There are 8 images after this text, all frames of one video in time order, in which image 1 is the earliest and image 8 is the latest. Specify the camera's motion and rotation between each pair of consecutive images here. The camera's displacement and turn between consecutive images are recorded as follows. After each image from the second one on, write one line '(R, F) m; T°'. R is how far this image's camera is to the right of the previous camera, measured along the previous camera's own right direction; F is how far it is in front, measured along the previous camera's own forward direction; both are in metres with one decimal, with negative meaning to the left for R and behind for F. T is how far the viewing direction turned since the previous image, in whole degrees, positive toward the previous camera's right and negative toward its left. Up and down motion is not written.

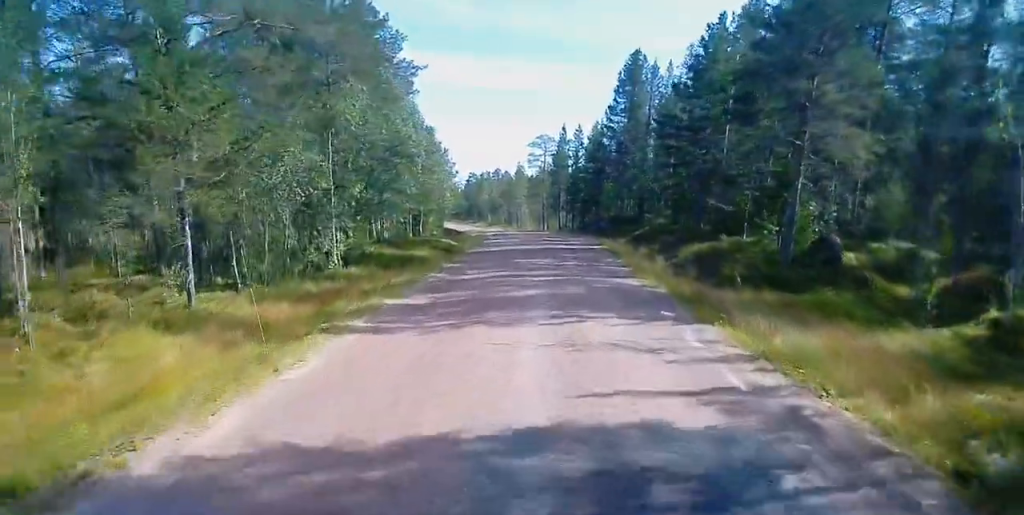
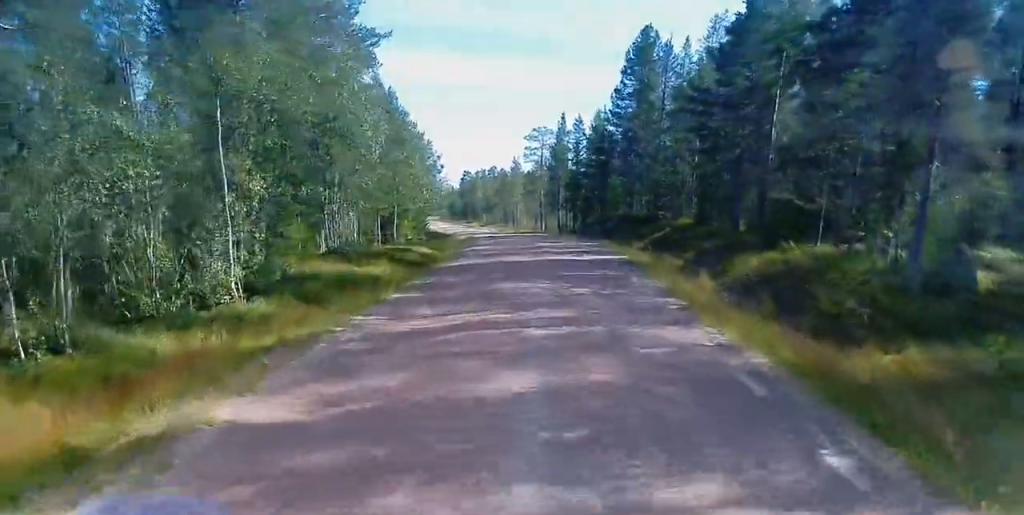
(0.0, +9.3) m; -1°
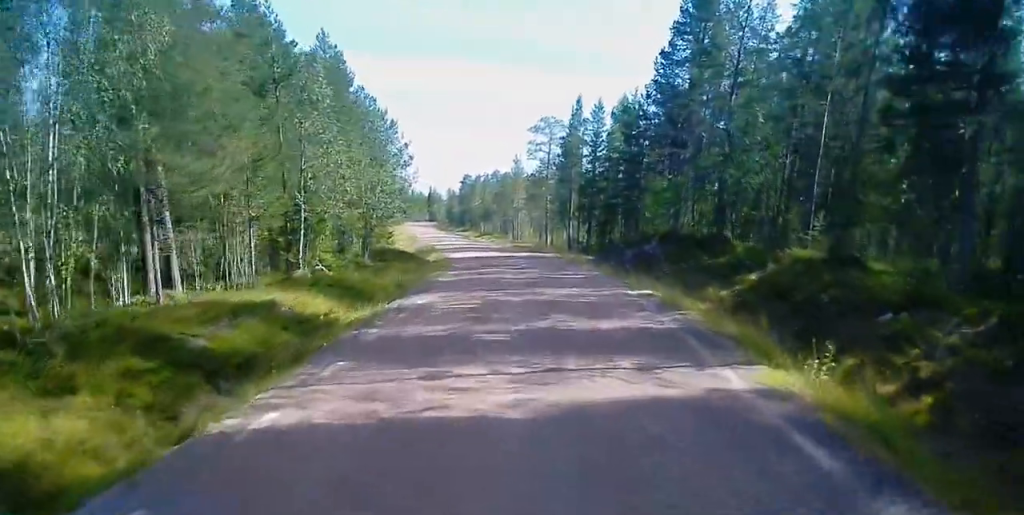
(-0.3, +19.7) m; -1°
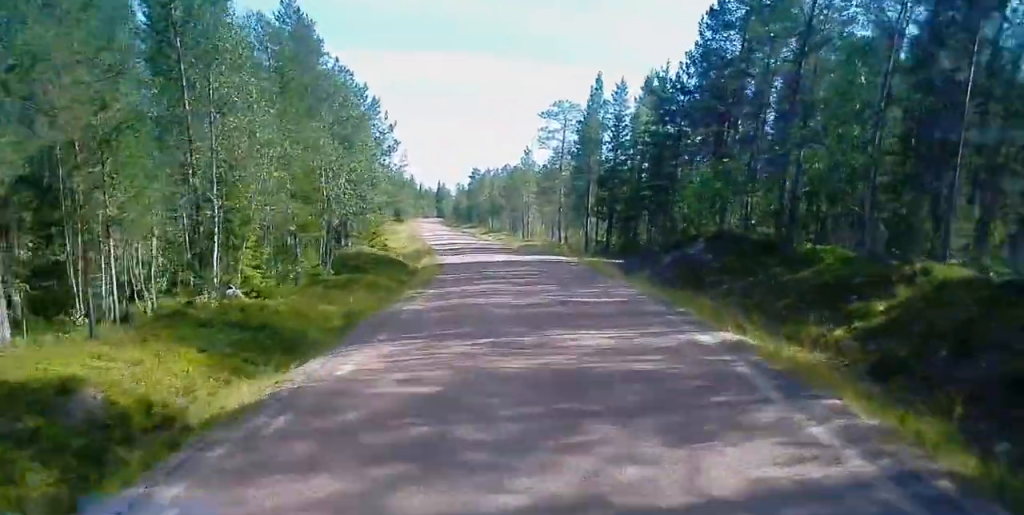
(0.0, +8.9) m; -1°
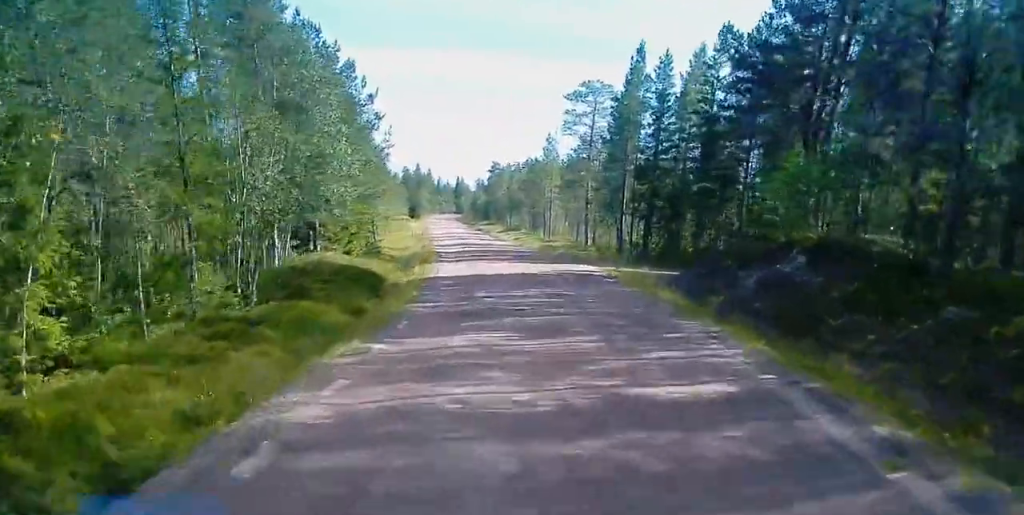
(-0.2, +10.1) m; -3°
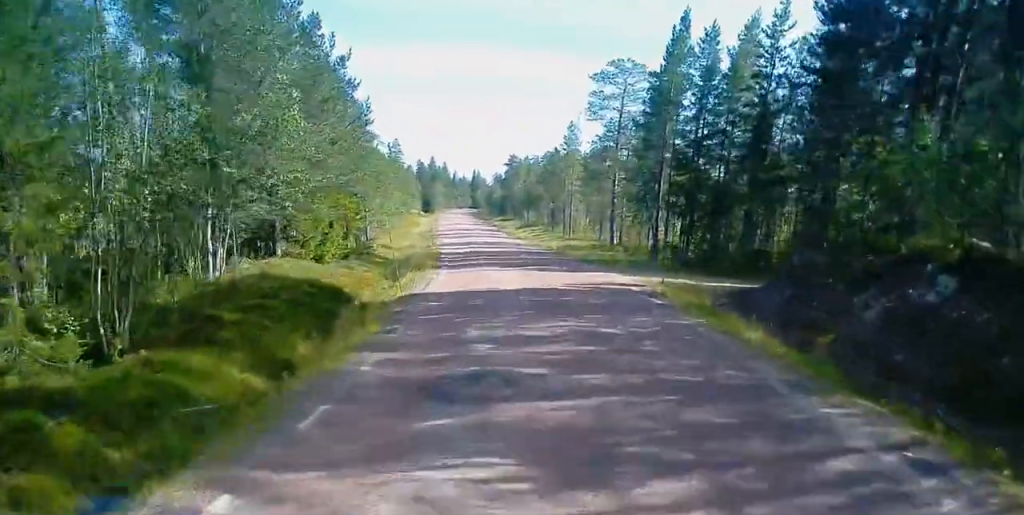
(-0.2, +7.5) m; -2°
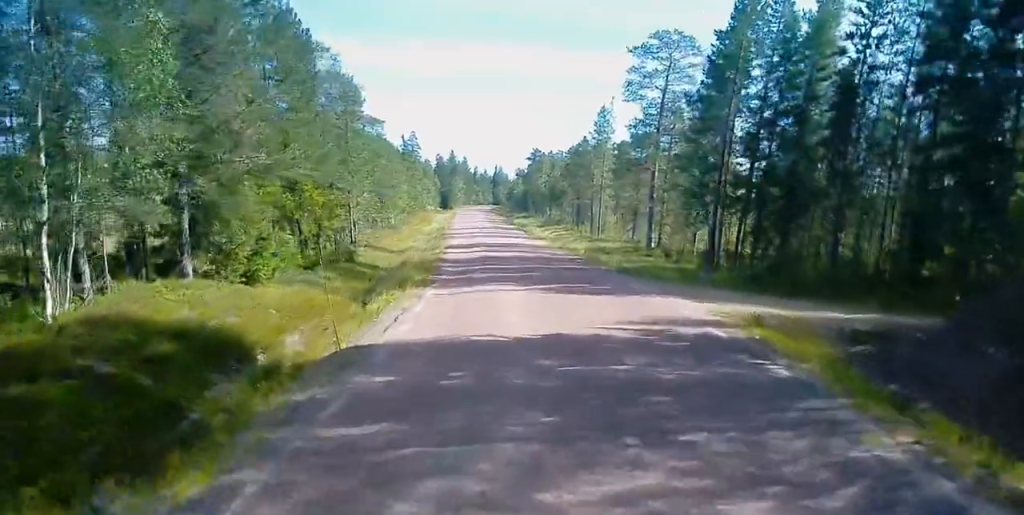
(-0.2, +8.7) m; -1°
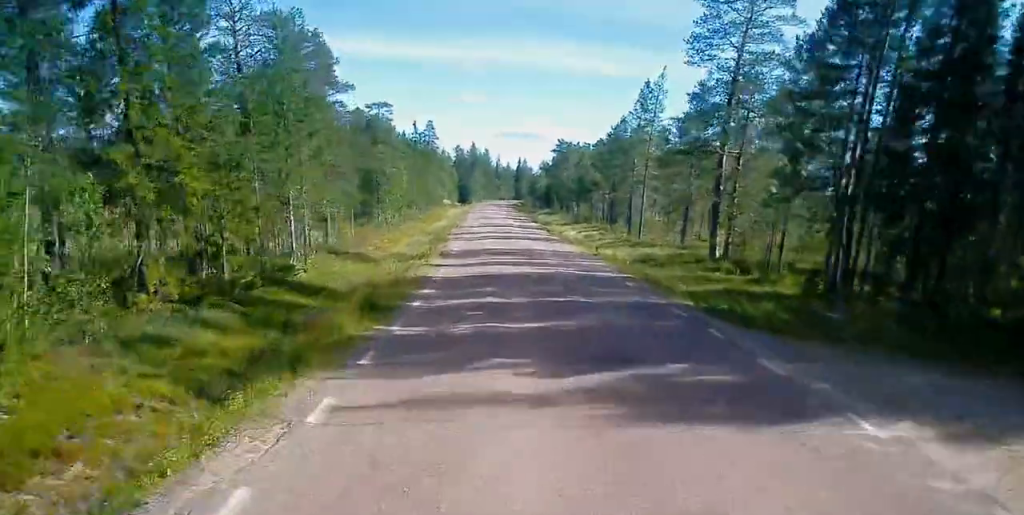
(0.0, +12.2) m; 0°
